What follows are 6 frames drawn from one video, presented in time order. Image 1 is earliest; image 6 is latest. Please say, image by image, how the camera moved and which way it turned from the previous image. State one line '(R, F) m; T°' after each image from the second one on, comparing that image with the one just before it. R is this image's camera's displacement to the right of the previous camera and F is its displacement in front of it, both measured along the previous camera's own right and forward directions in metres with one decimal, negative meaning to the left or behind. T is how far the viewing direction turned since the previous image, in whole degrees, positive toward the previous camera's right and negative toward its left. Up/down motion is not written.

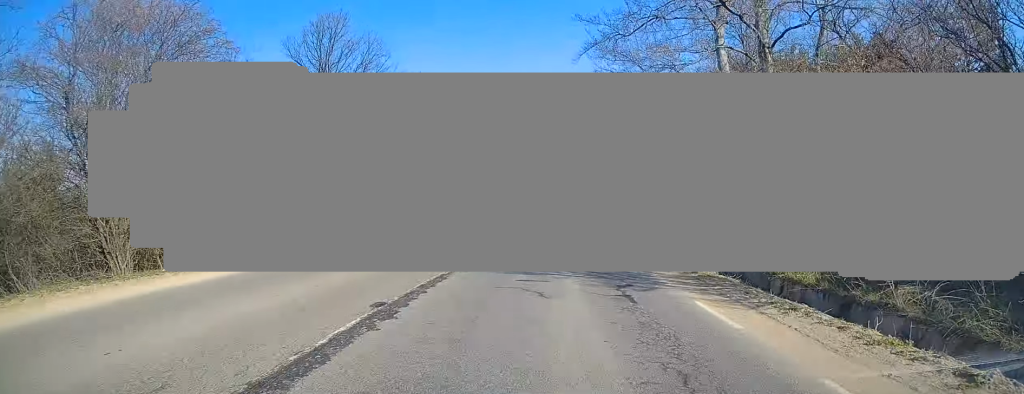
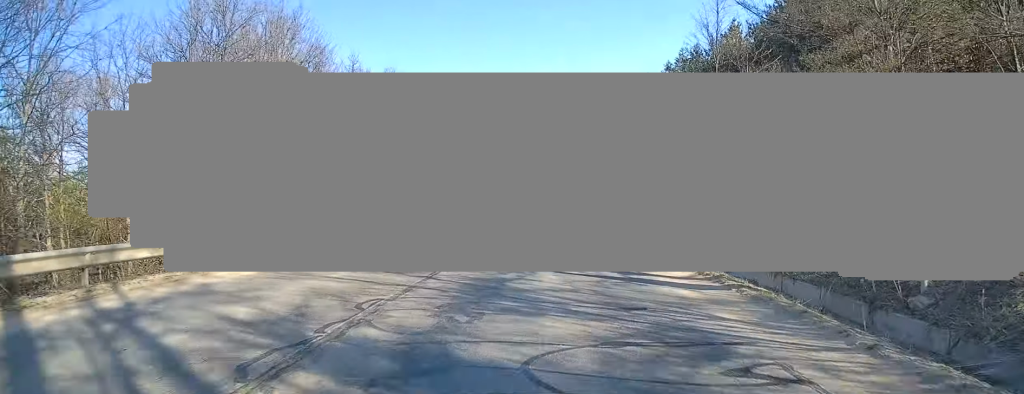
(+1.4, +25.1) m; +6°
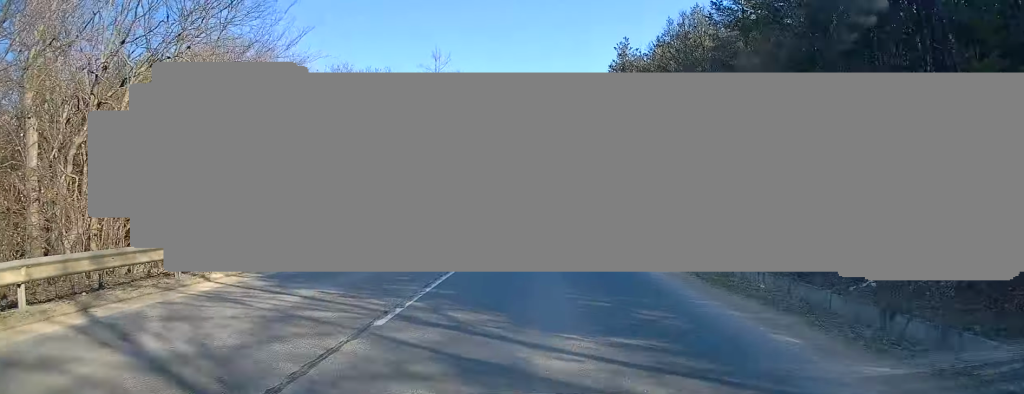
(+0.6, +25.4) m; +1°
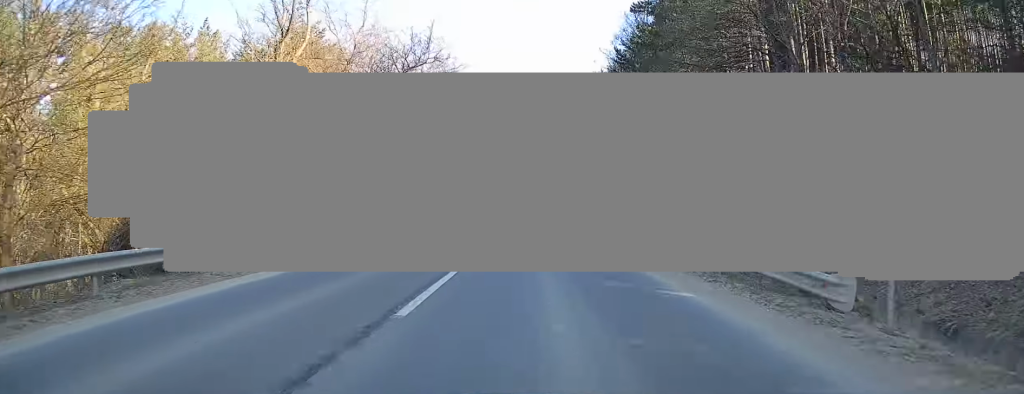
(-0.1, +27.0) m; 0°
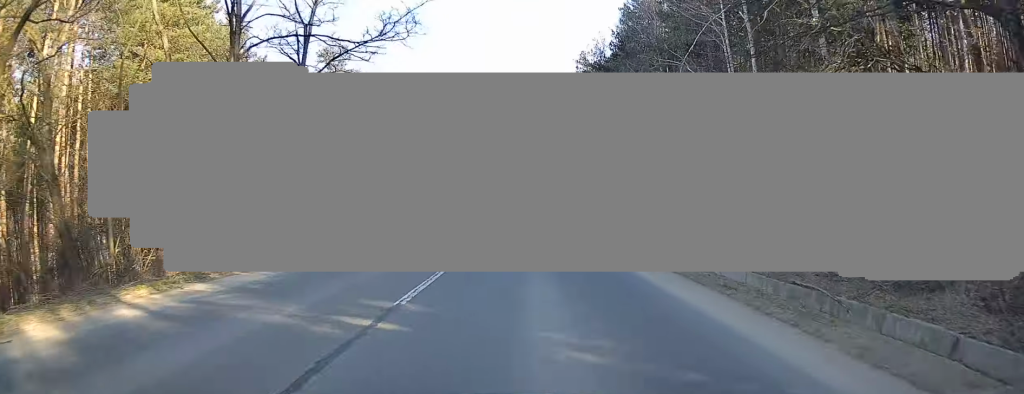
(+0.5, +26.6) m; +1°
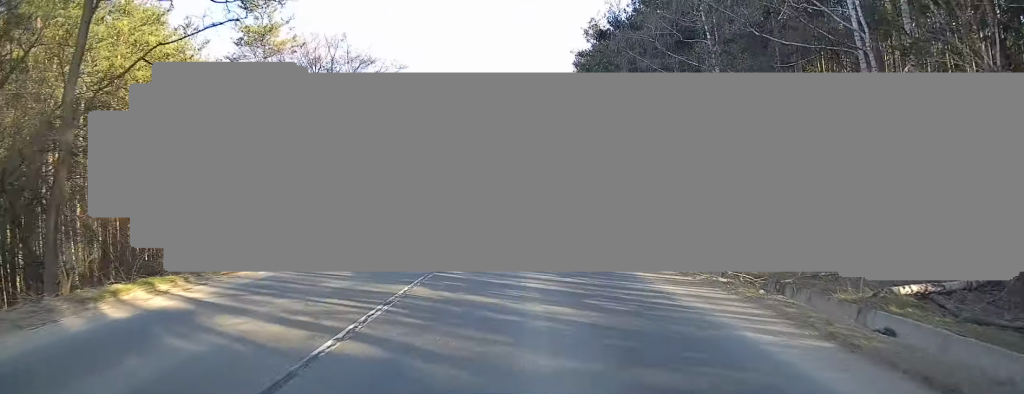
(-0.2, +11.3) m; 0°
